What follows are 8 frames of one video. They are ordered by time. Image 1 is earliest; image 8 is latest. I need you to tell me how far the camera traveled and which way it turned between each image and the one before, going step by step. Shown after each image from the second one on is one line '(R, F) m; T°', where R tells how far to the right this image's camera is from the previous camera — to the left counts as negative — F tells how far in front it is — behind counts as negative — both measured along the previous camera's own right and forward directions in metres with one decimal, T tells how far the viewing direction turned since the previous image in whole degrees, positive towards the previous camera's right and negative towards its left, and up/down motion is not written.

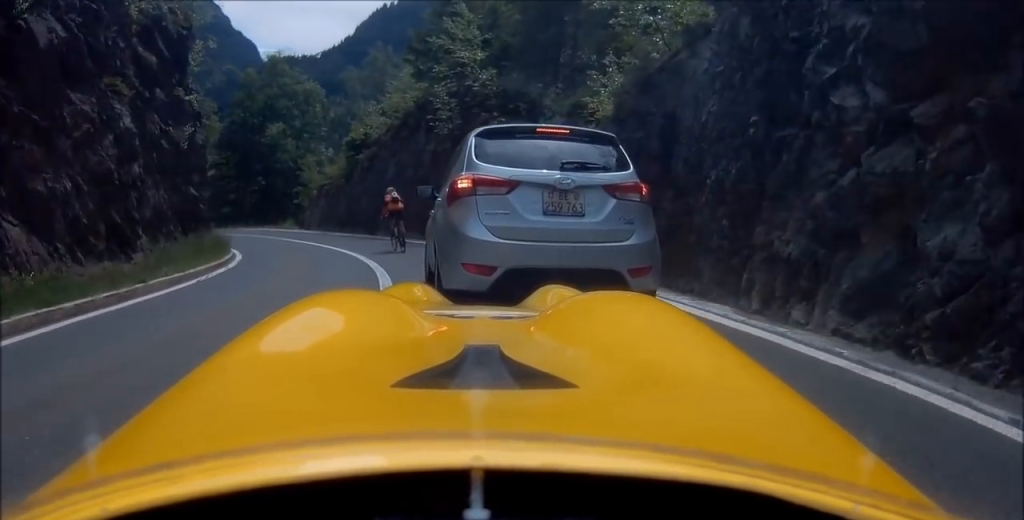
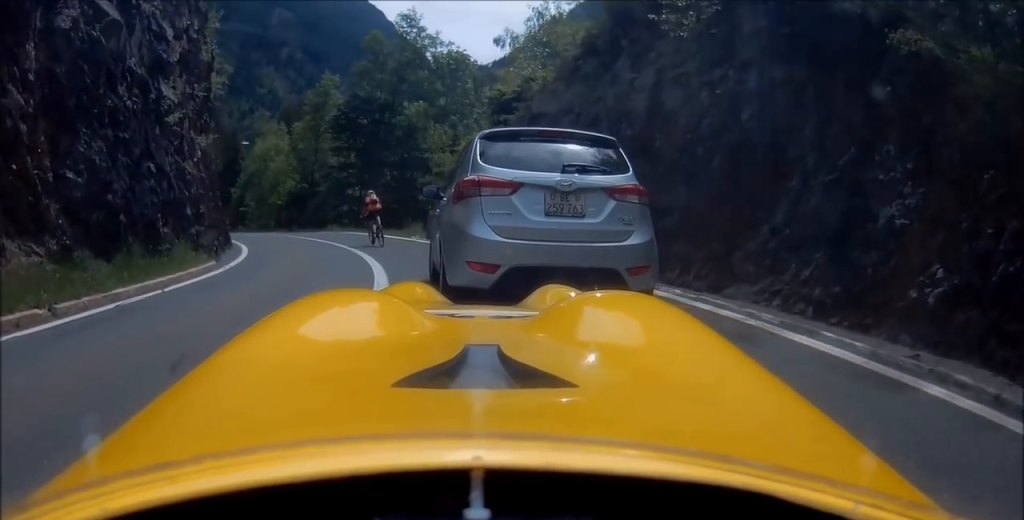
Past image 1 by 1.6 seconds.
(-0.7, +14.8) m; -10°
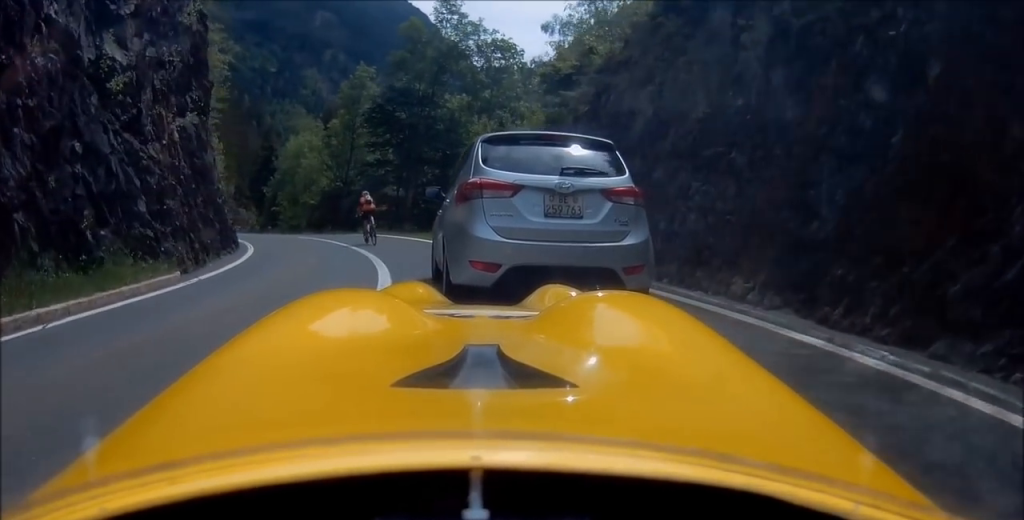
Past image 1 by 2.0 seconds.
(-0.1, +4.0) m; -5°
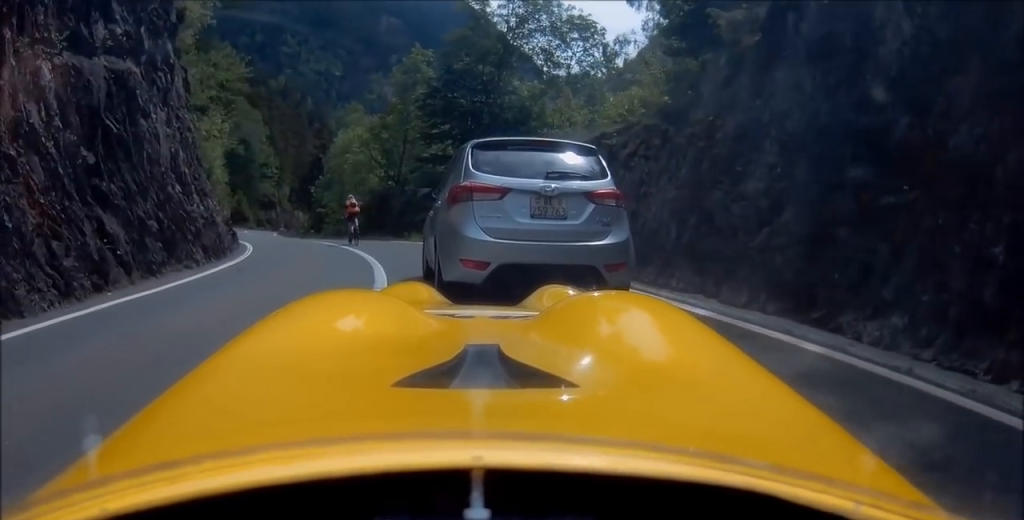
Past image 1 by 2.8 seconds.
(-0.5, +6.8) m; -10°
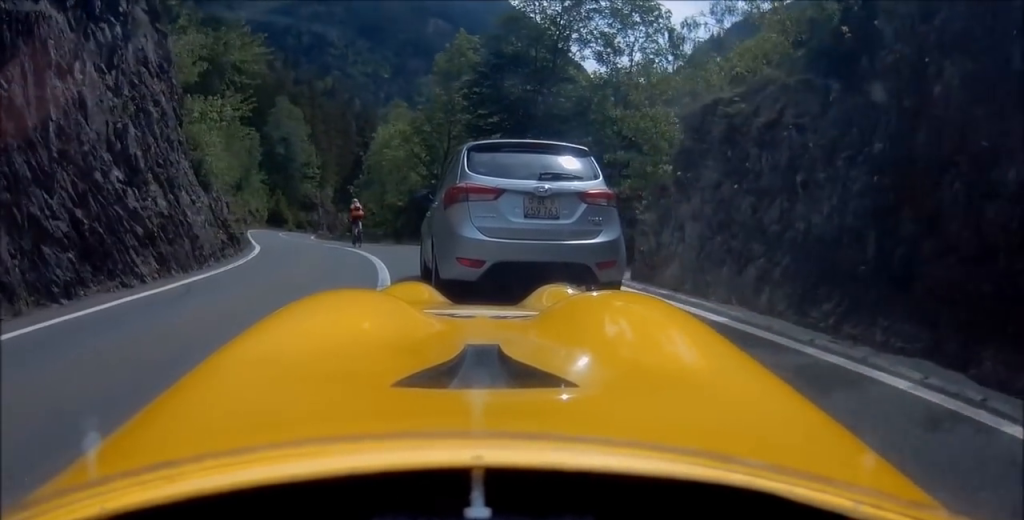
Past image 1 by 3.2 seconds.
(-0.4, +4.1) m; -6°
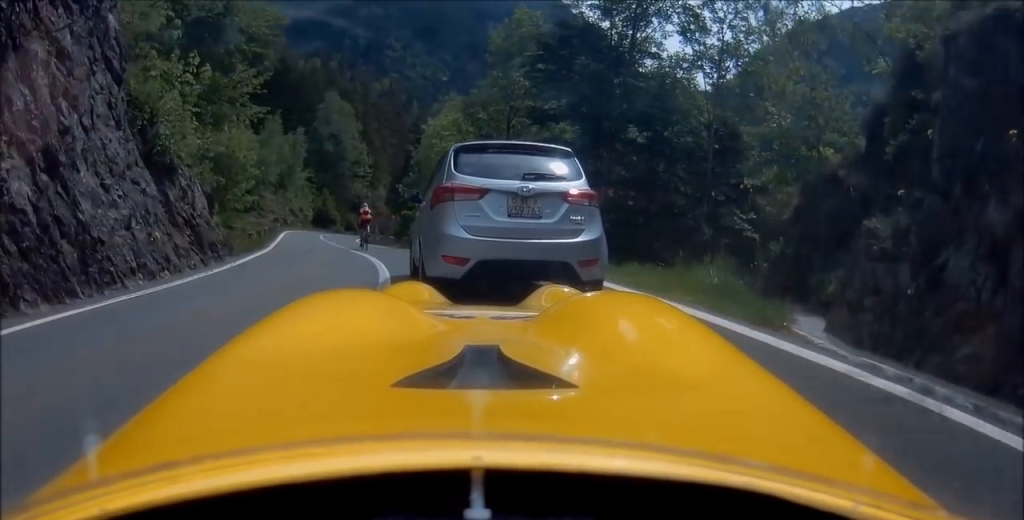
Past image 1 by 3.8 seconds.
(-0.1, +5.3) m; -8°
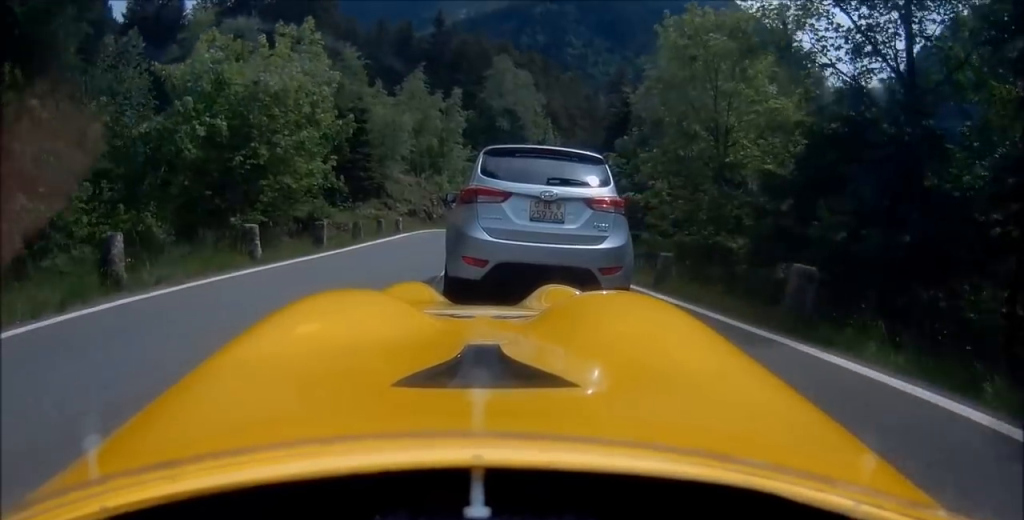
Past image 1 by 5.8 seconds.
(-6.3, +20.3) m; -27°
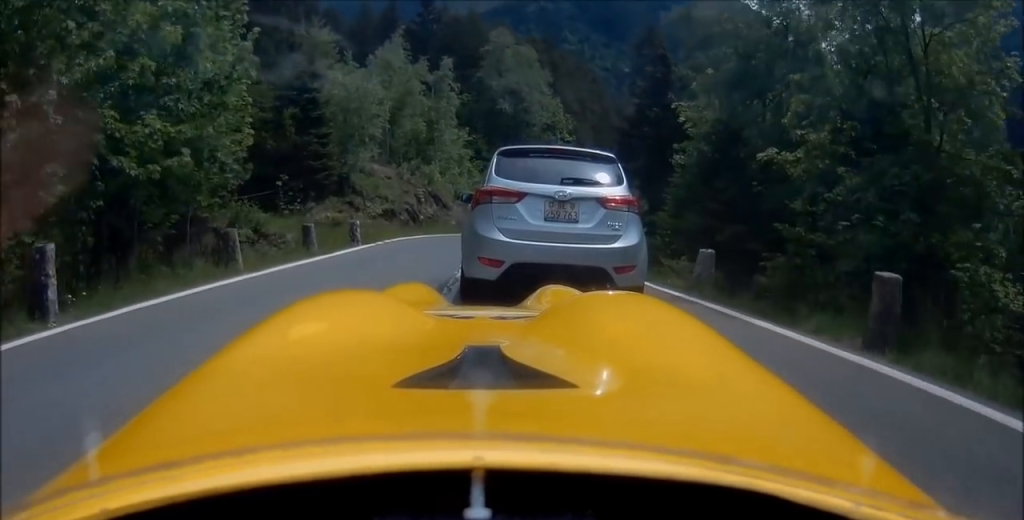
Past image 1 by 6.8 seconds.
(-0.2, +11.9) m; +1°
